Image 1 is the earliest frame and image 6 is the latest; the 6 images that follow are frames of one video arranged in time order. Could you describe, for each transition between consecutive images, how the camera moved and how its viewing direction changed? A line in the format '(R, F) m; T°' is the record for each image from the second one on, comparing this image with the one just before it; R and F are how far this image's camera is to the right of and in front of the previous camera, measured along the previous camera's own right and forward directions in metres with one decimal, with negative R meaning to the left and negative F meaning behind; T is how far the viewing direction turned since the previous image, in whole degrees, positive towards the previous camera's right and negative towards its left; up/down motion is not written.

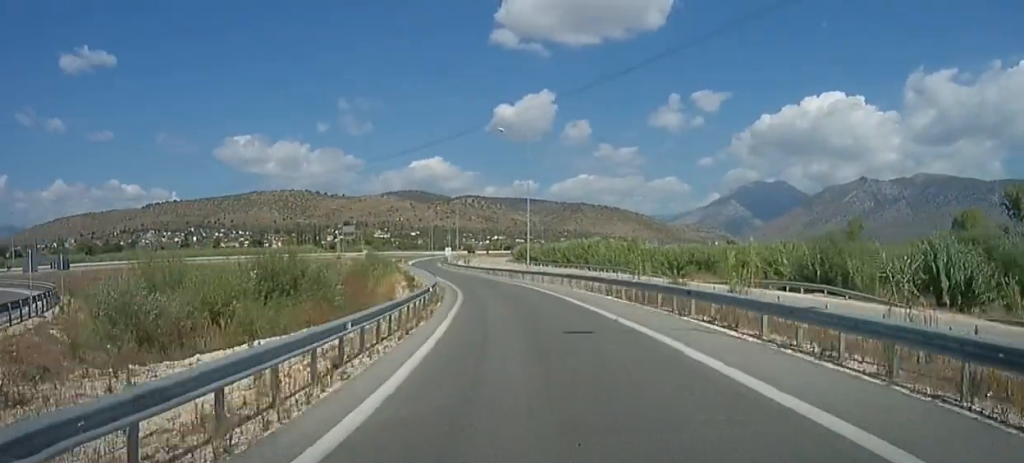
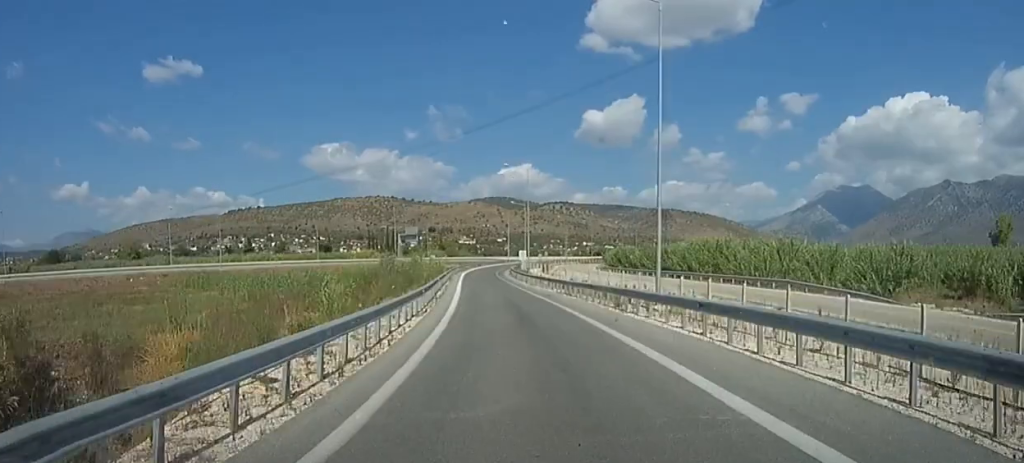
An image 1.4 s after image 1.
(-2.2, +24.8) m; -8°
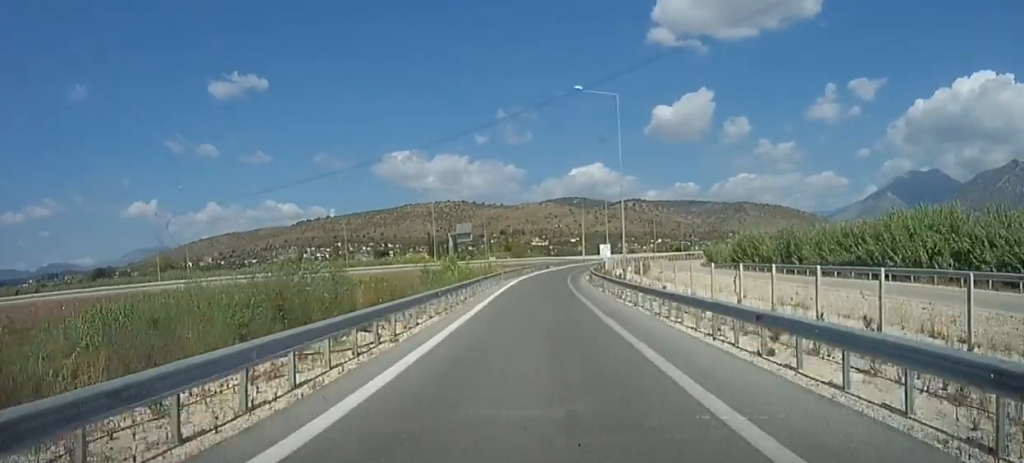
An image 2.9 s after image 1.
(-1.8, +26.2) m; -6°
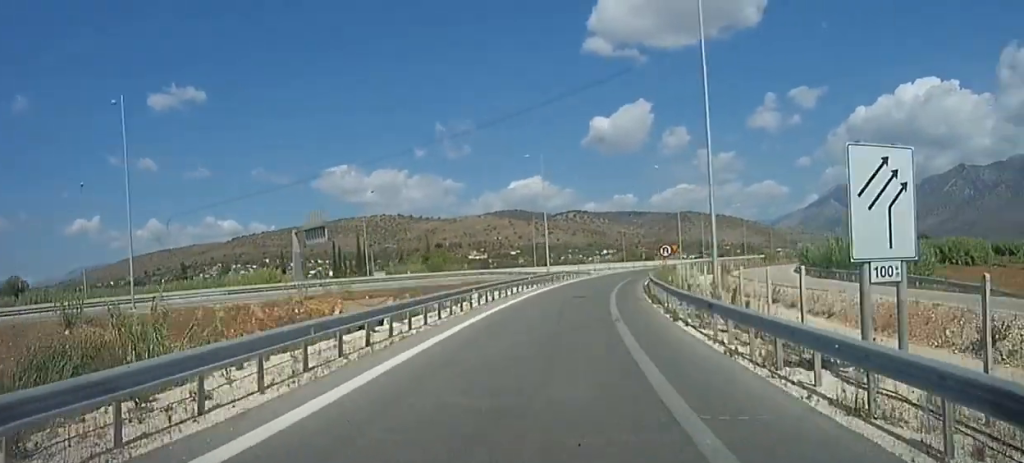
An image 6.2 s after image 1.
(-1.0, +57.9) m; +6°
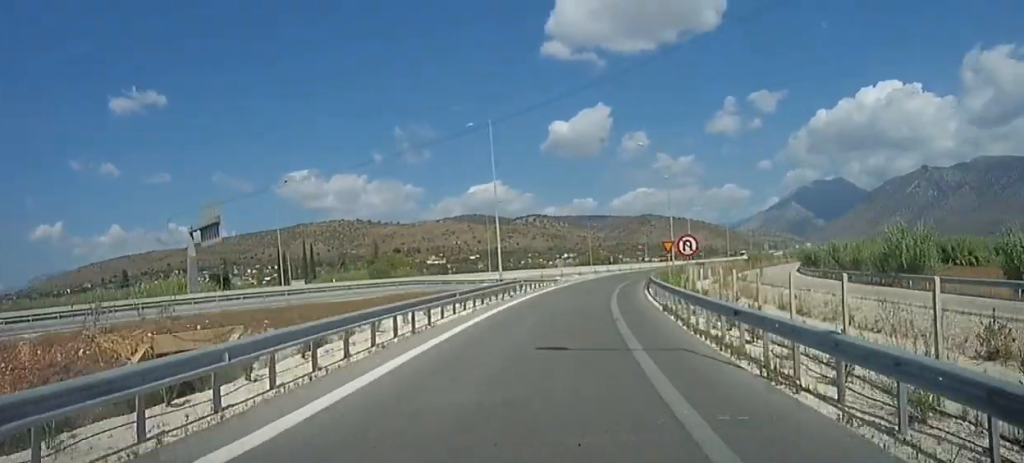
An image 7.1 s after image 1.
(+0.8, +14.3) m; +4°
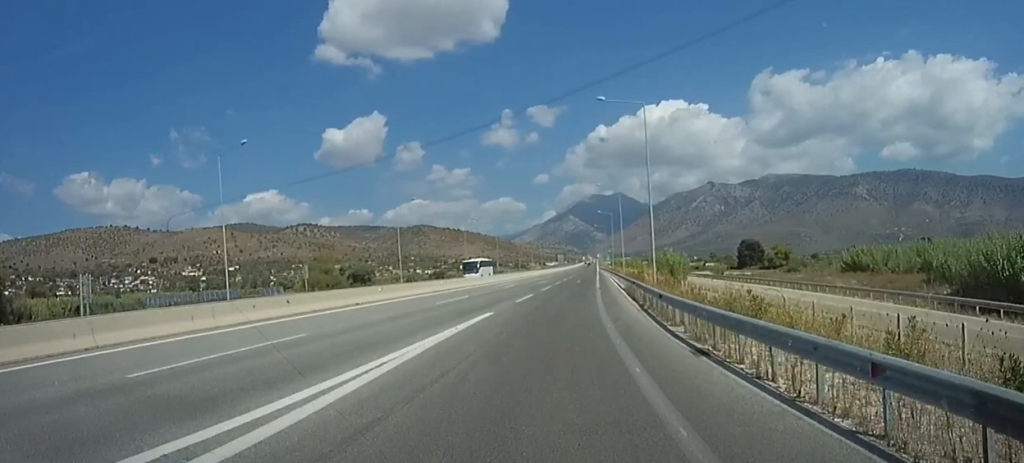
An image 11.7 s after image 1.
(+15.8, +77.9) m; +21°
